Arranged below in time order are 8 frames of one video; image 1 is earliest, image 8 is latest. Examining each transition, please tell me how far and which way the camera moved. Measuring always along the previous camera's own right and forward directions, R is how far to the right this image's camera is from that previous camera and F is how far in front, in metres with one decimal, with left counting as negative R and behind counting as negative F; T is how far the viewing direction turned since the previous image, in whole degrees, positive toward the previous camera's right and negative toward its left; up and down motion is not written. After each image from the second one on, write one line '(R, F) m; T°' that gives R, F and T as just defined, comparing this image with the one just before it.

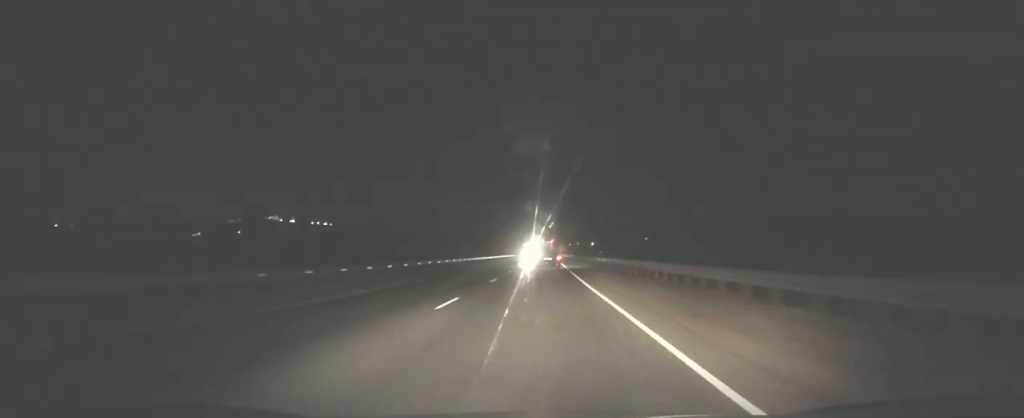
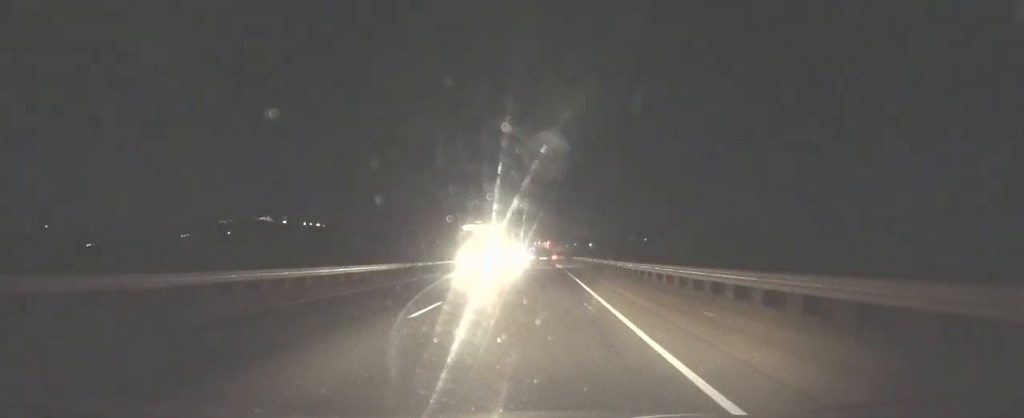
(+0.3, +48.7) m; 0°
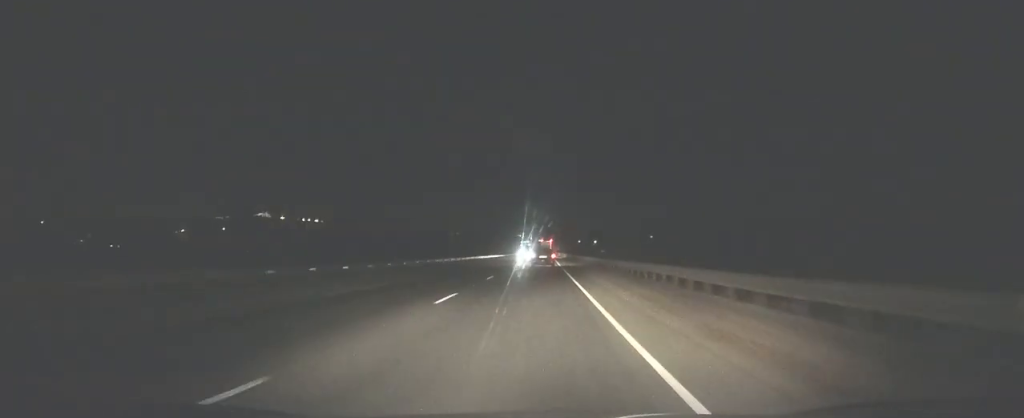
(+0.1, +55.0) m; 0°
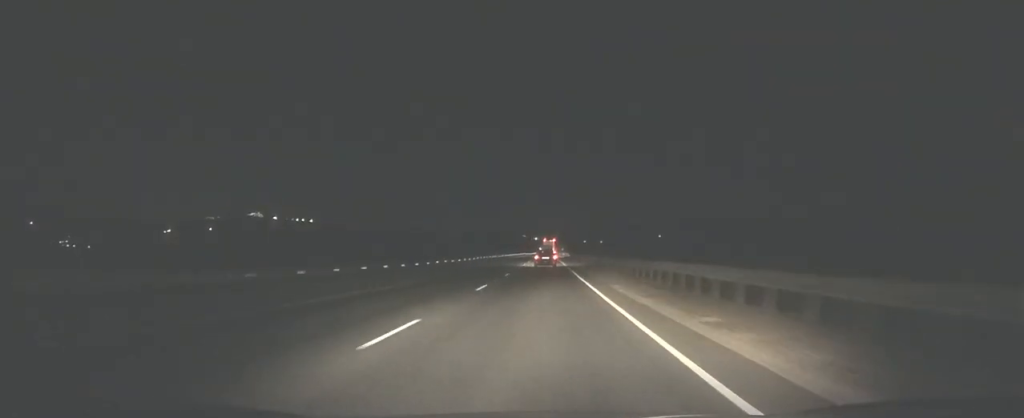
(-0.4, +98.8) m; 0°
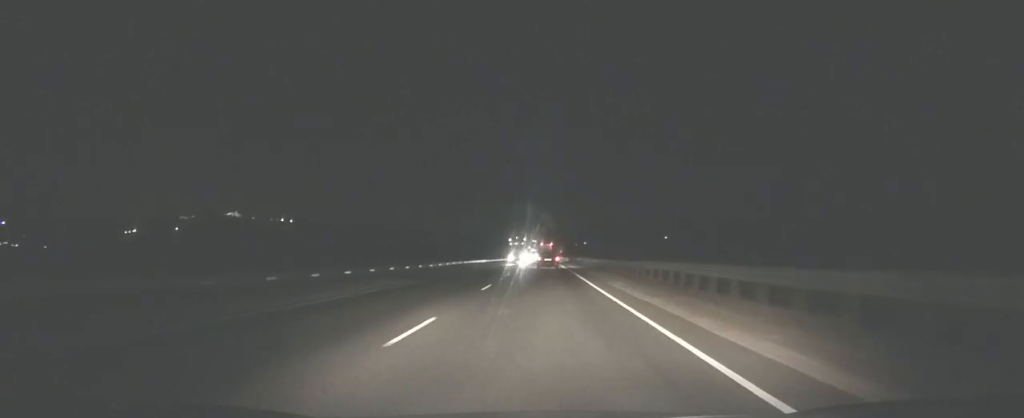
(0.0, +169.2) m; 0°
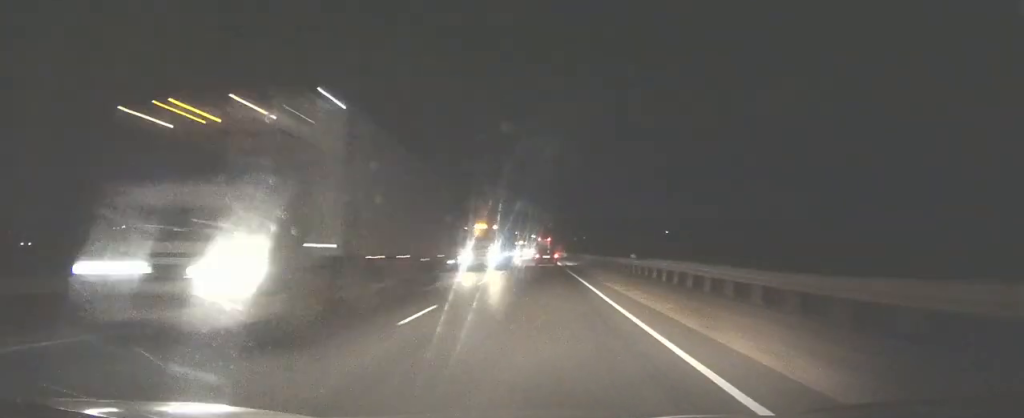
(0.0, +45.1) m; 0°
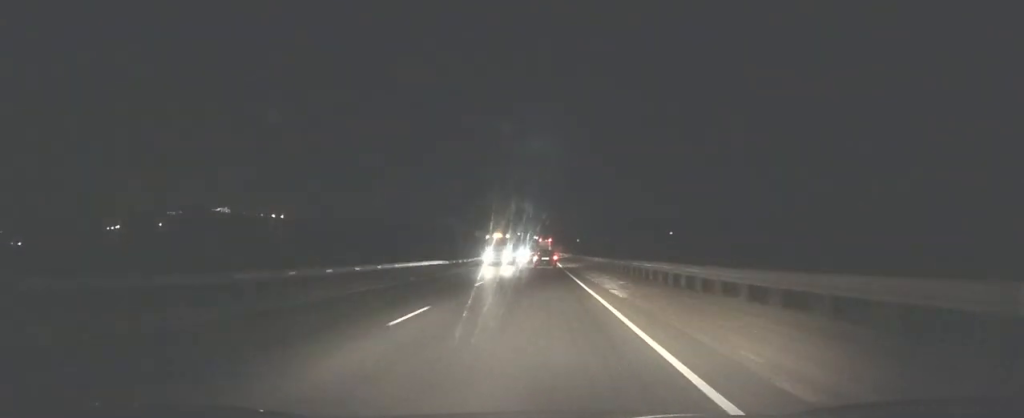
(0.0, +34.8) m; 0°
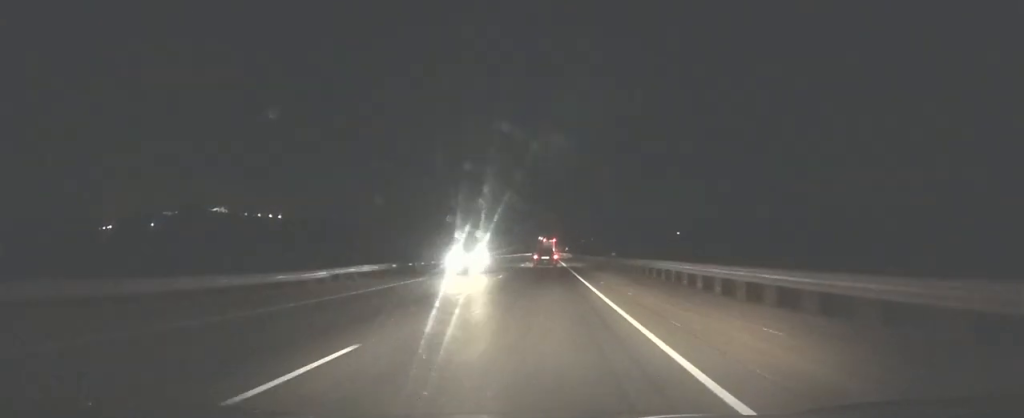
(0.0, +51.9) m; 0°
